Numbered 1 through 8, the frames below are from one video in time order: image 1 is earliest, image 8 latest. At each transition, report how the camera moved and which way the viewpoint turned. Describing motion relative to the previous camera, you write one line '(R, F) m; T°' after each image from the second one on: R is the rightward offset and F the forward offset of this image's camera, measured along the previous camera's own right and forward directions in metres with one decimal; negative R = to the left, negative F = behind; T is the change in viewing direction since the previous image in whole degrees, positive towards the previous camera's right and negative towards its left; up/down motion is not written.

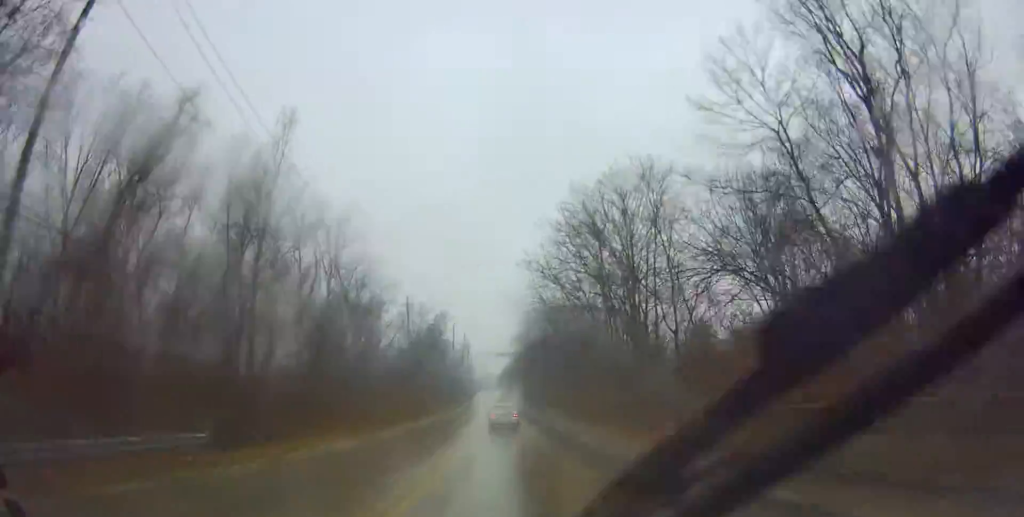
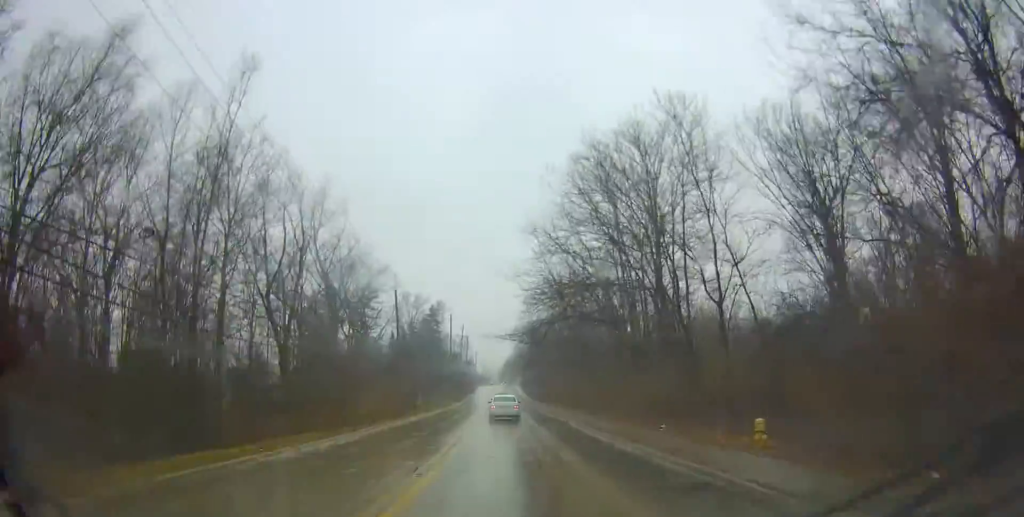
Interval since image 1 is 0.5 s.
(+0.1, +7.5) m; +1°
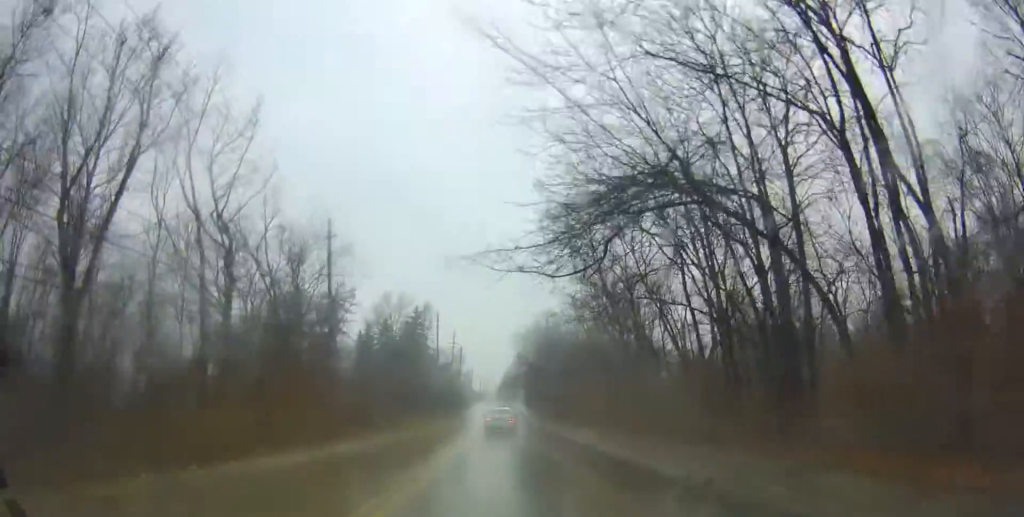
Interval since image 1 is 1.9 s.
(-0.2, +23.1) m; -2°
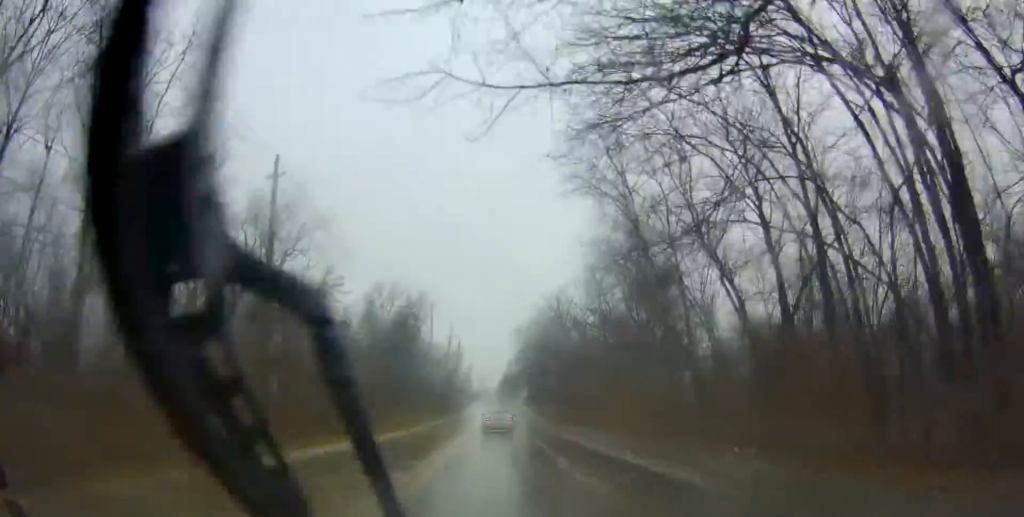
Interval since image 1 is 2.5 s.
(-0.5, +10.2) m; 0°
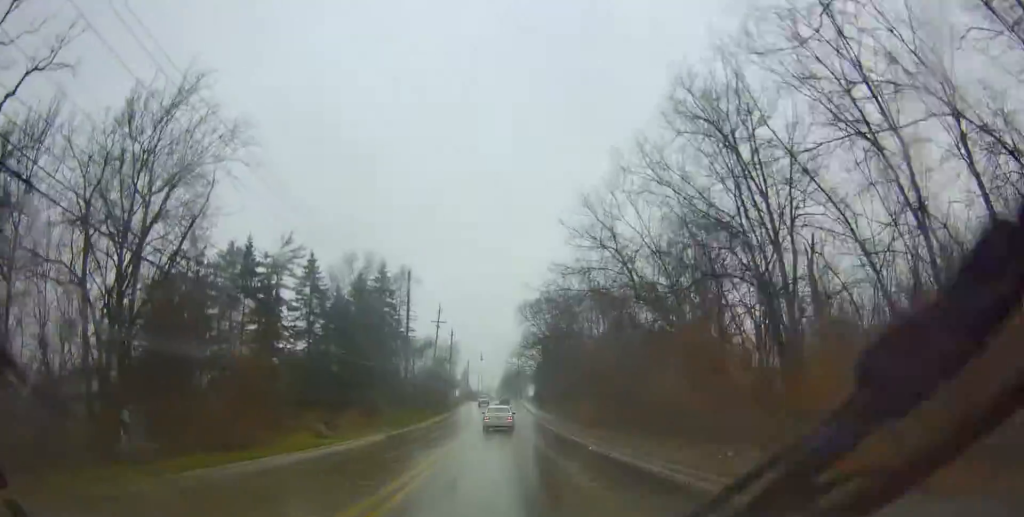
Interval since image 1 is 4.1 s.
(+0.9, +24.0) m; +2°
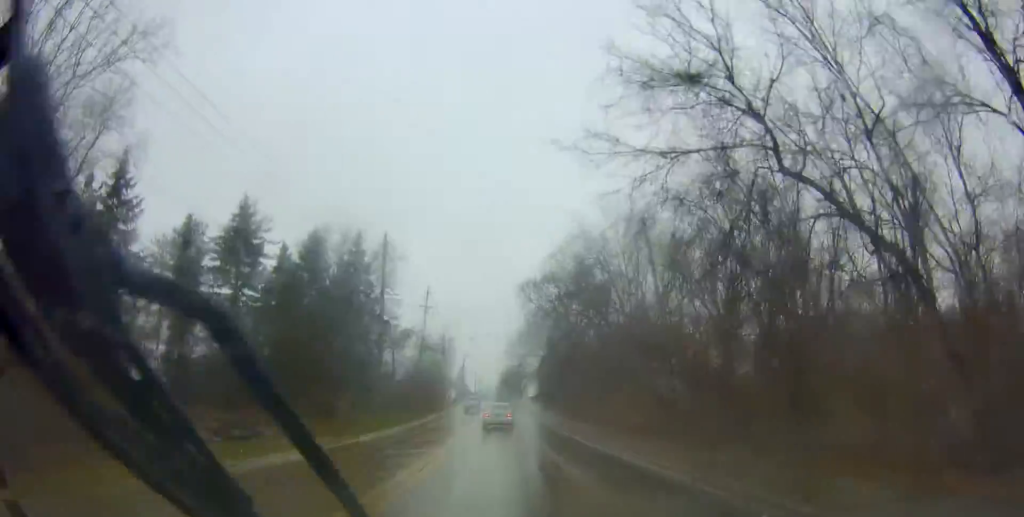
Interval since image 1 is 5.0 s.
(-0.1, +14.4) m; -1°
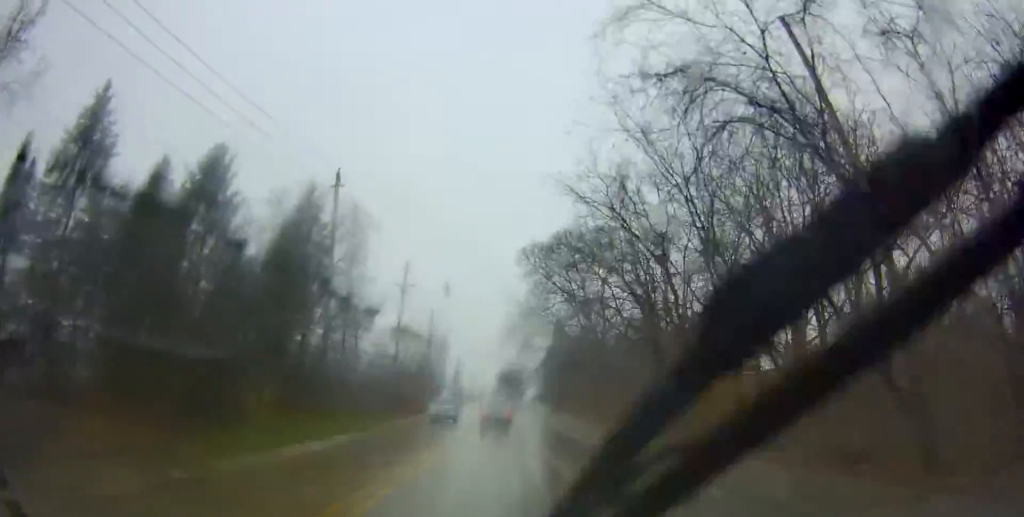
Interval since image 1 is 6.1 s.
(-0.1, +17.0) m; -1°
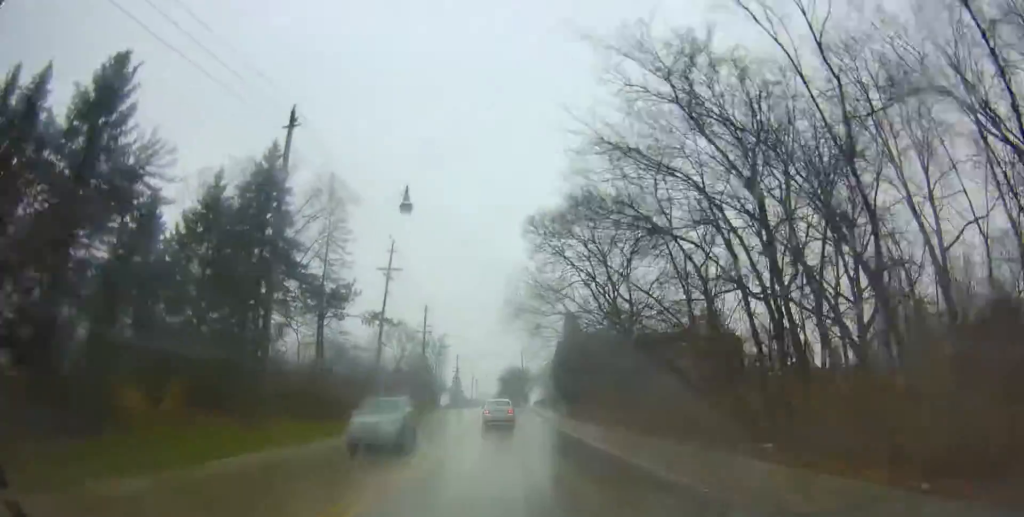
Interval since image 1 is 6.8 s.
(+0.3, +10.8) m; -1°
